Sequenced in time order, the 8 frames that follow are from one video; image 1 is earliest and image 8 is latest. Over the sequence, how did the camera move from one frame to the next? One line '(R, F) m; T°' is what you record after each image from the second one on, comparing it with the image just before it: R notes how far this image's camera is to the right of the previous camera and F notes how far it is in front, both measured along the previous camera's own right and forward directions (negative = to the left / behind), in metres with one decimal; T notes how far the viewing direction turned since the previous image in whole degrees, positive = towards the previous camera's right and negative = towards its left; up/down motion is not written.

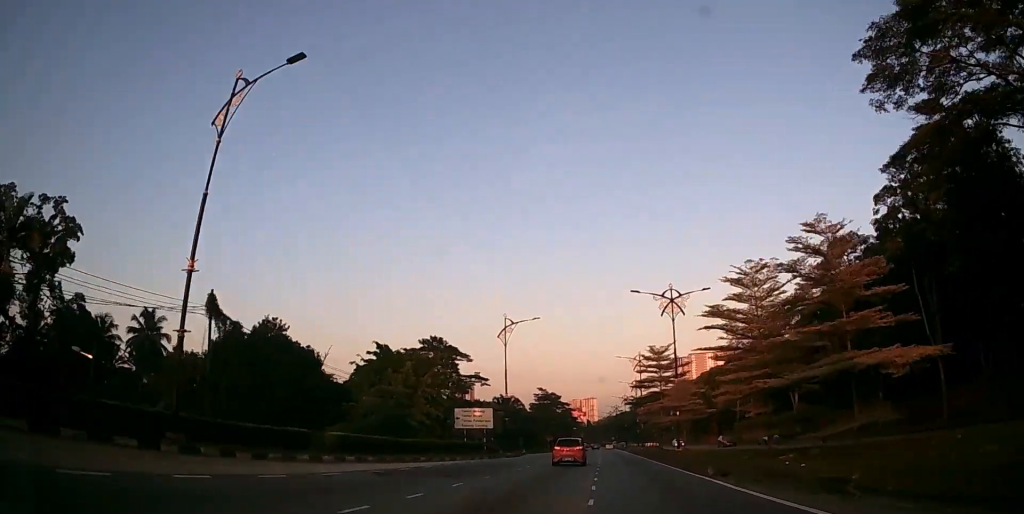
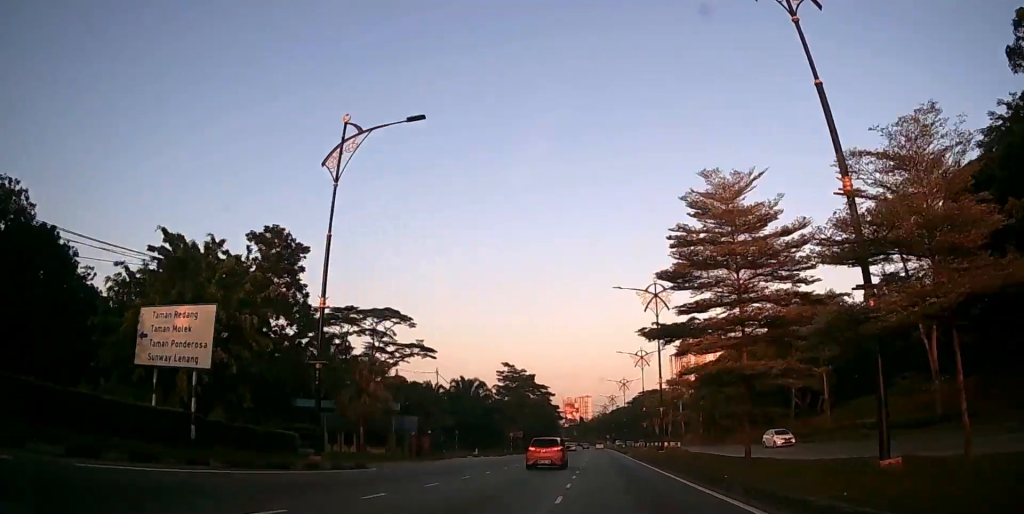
(+1.7, +32.5) m; +4°
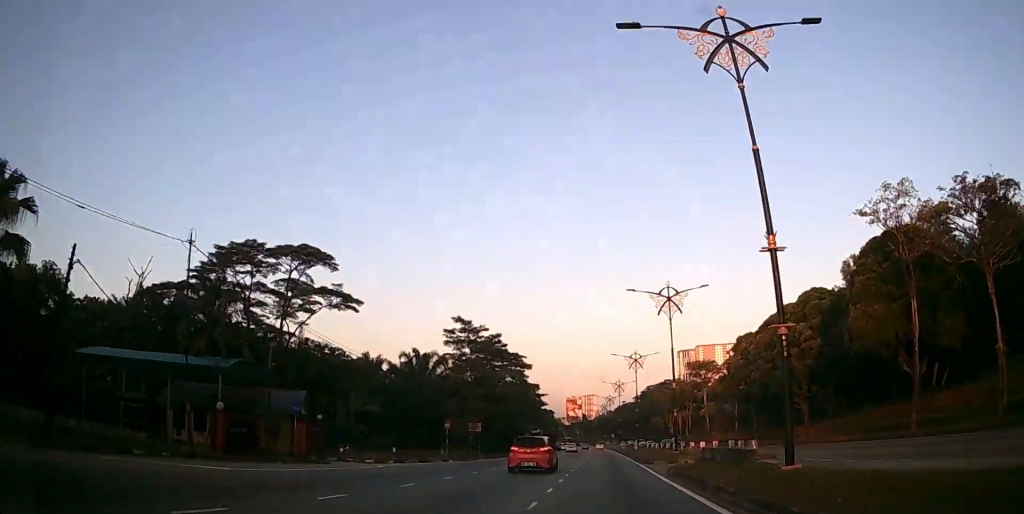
(+0.1, +29.0) m; 0°
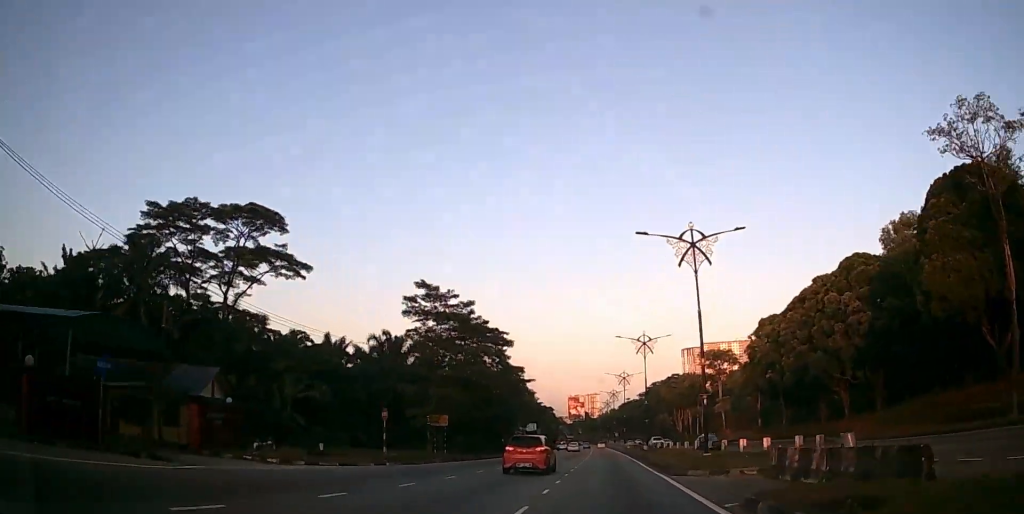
(-0.1, +11.3) m; 0°
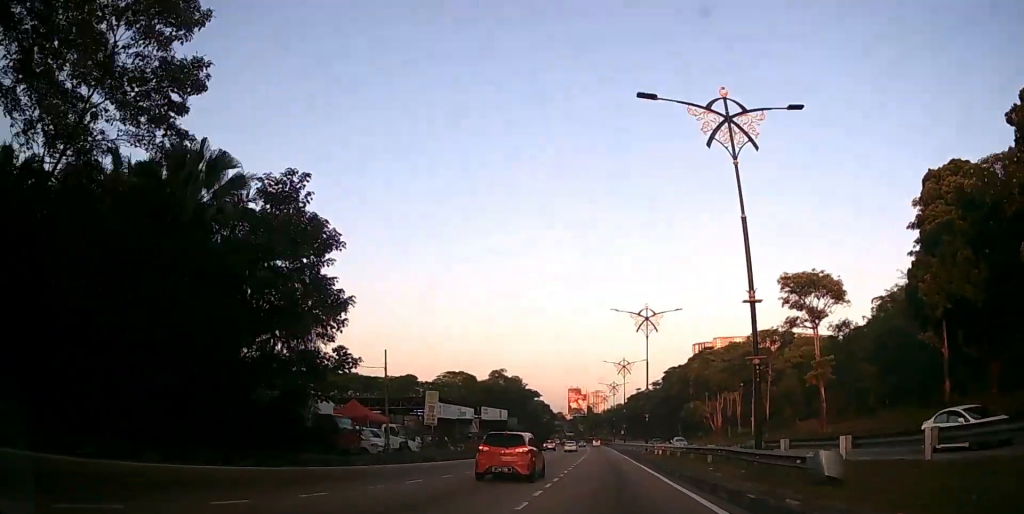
(-0.5, +43.7) m; -1°
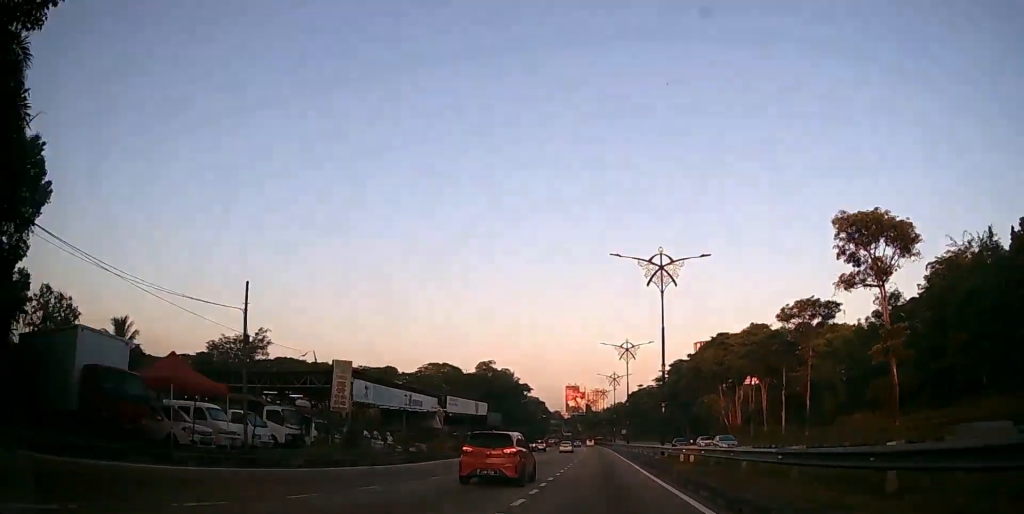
(0.0, +13.6) m; 0°
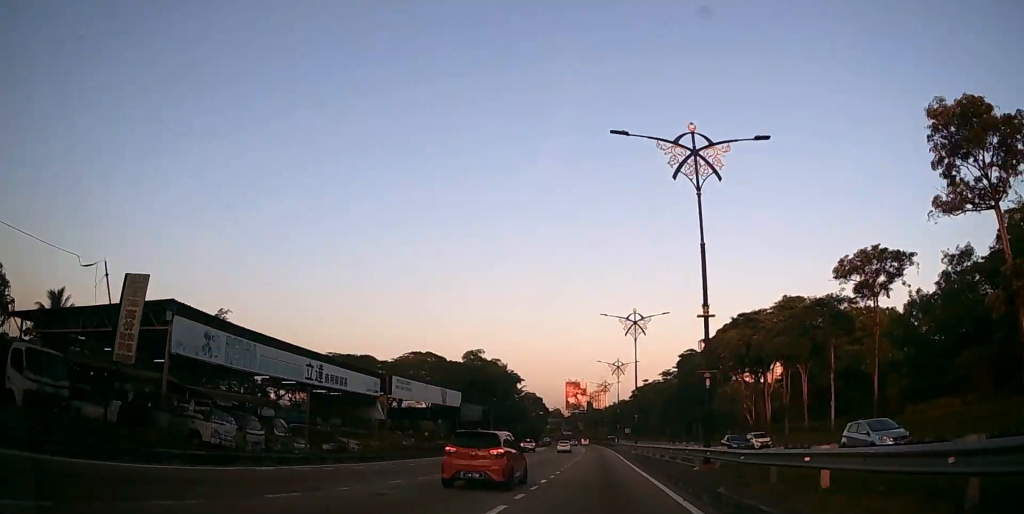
(0.0, +14.8) m; 0°
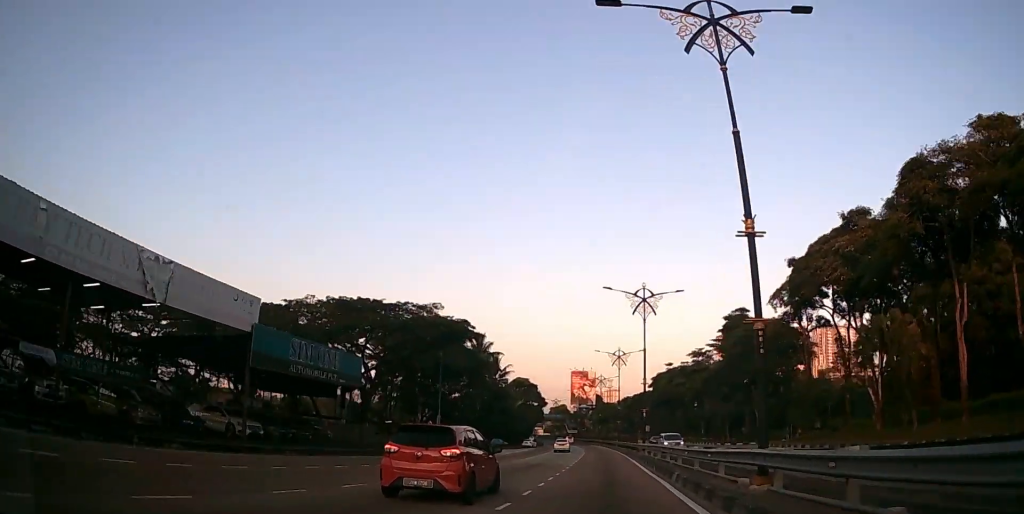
(-0.1, +38.5) m; 0°
